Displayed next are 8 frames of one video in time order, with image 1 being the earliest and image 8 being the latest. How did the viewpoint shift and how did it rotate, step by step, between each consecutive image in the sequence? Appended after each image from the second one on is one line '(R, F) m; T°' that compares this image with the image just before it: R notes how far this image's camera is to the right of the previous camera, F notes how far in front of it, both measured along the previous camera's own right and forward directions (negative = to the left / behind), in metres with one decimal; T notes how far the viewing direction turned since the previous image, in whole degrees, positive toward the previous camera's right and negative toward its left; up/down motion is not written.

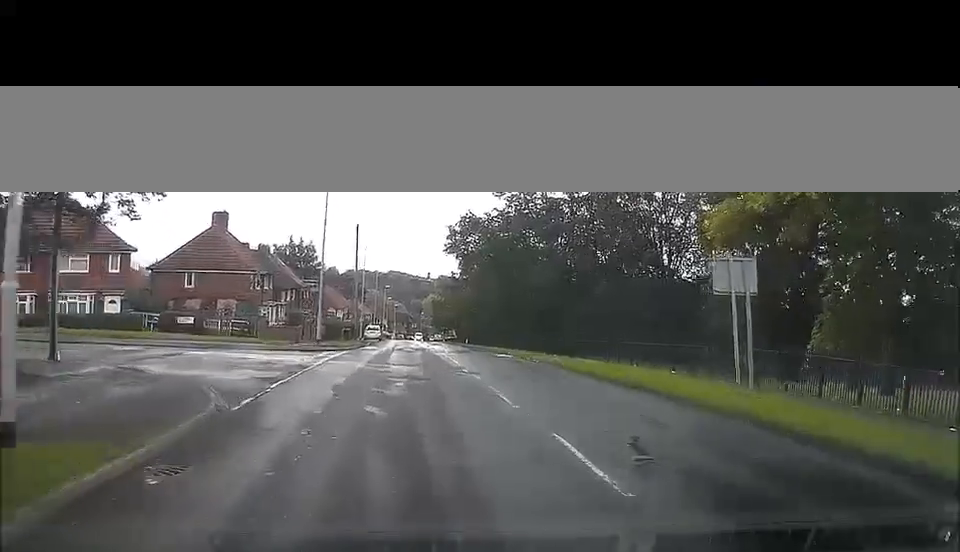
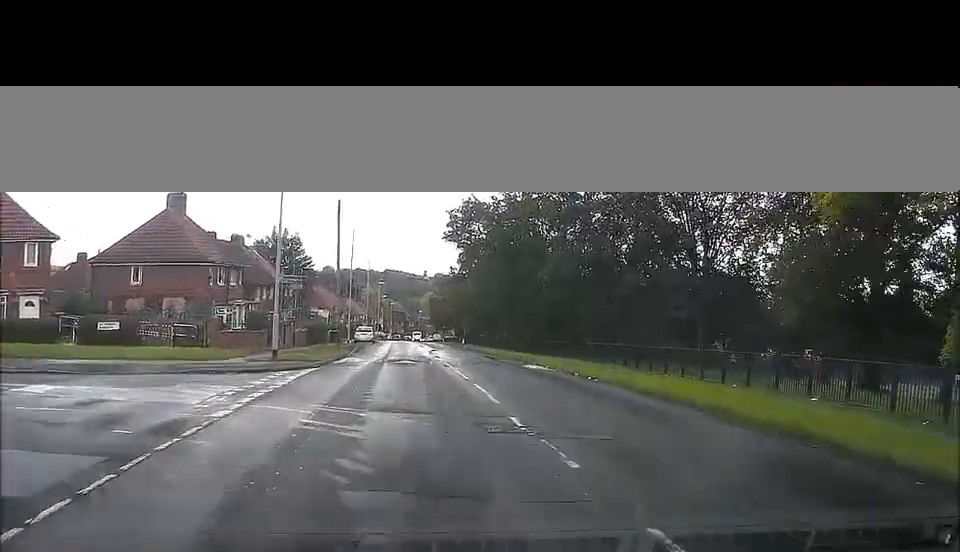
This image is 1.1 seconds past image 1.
(-0.5, +10.4) m; -2°
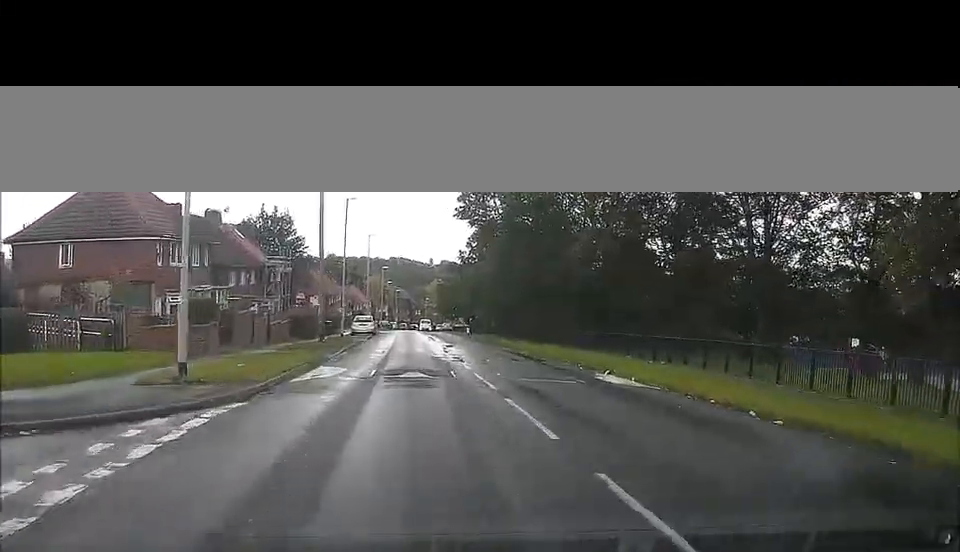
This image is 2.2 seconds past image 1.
(+0.1, +10.8) m; +3°
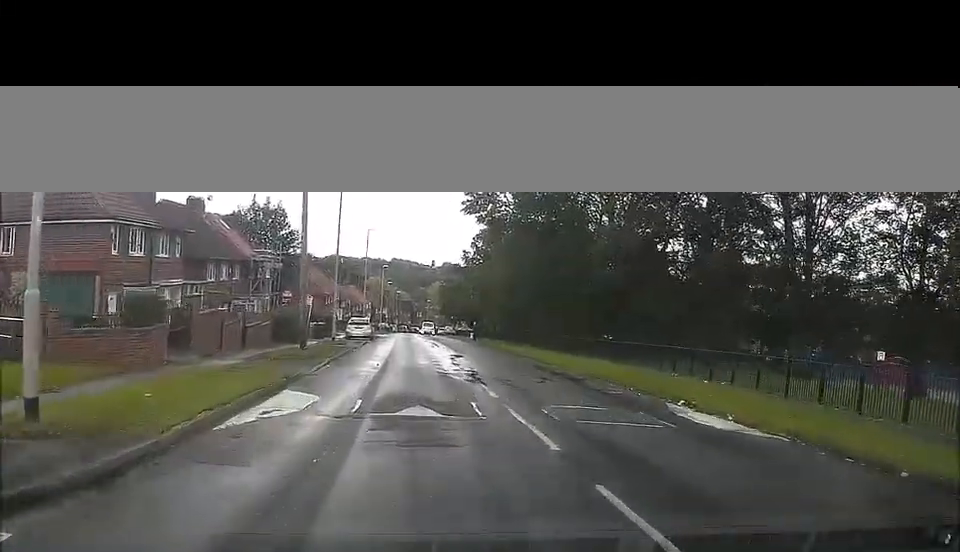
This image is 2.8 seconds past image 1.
(+0.2, +6.1) m; +2°
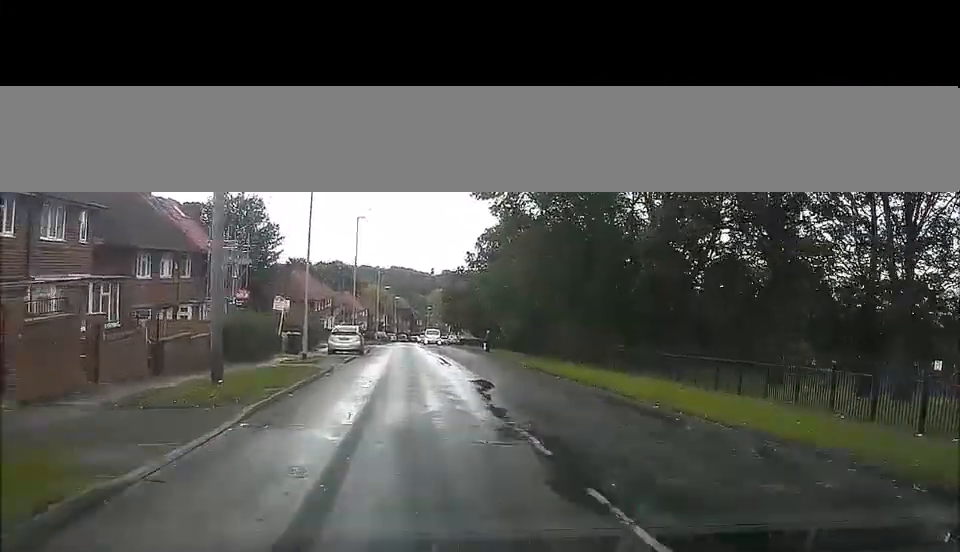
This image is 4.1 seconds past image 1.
(+0.1, +12.1) m; 0°
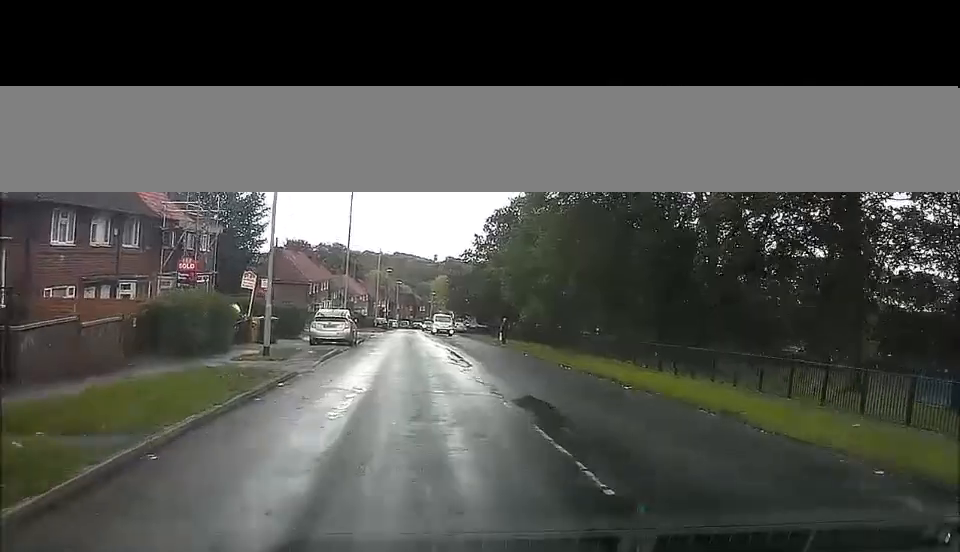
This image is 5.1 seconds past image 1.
(0.0, +9.0) m; -2°
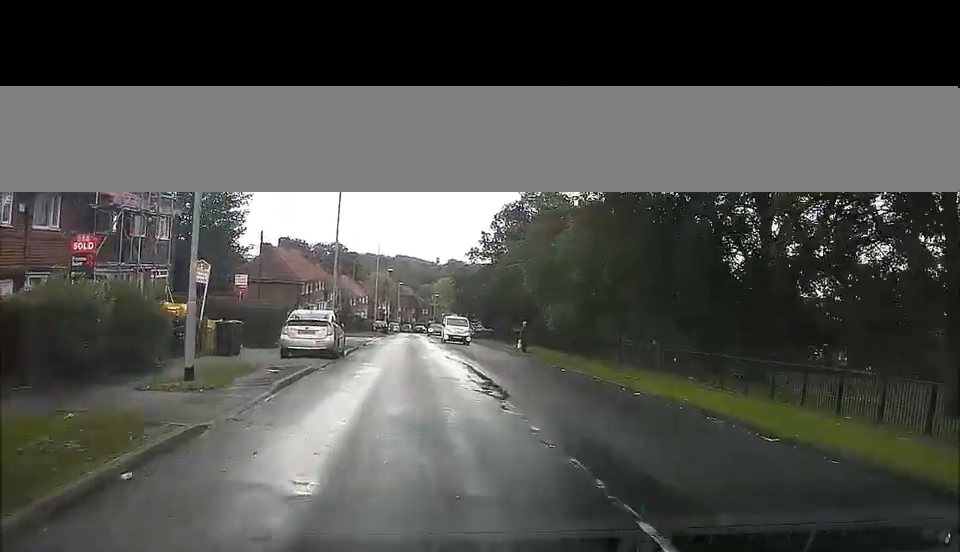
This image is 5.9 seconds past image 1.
(-0.3, +8.0) m; 0°
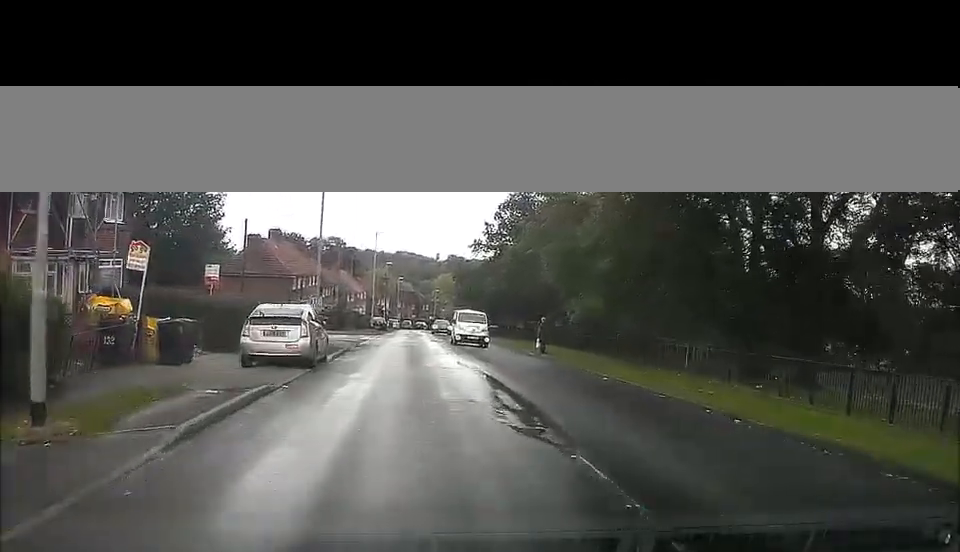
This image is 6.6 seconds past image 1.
(+0.2, +5.8) m; +1°
